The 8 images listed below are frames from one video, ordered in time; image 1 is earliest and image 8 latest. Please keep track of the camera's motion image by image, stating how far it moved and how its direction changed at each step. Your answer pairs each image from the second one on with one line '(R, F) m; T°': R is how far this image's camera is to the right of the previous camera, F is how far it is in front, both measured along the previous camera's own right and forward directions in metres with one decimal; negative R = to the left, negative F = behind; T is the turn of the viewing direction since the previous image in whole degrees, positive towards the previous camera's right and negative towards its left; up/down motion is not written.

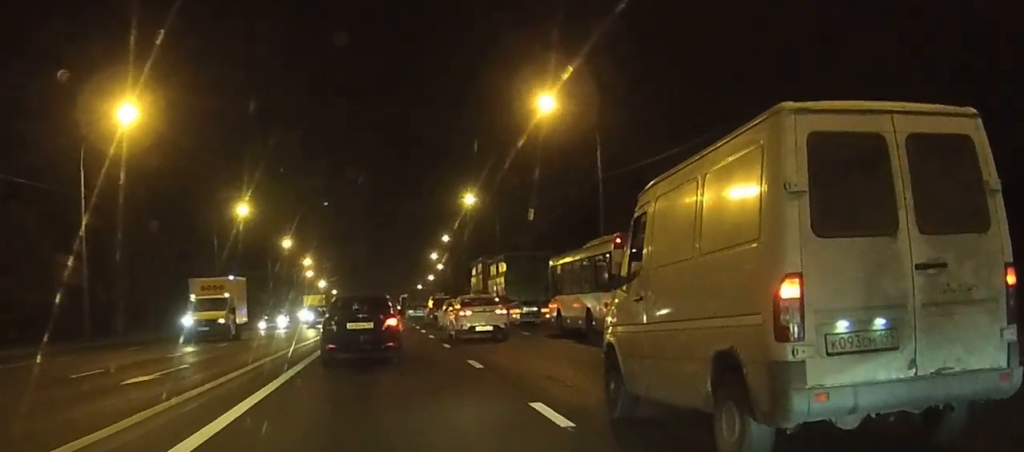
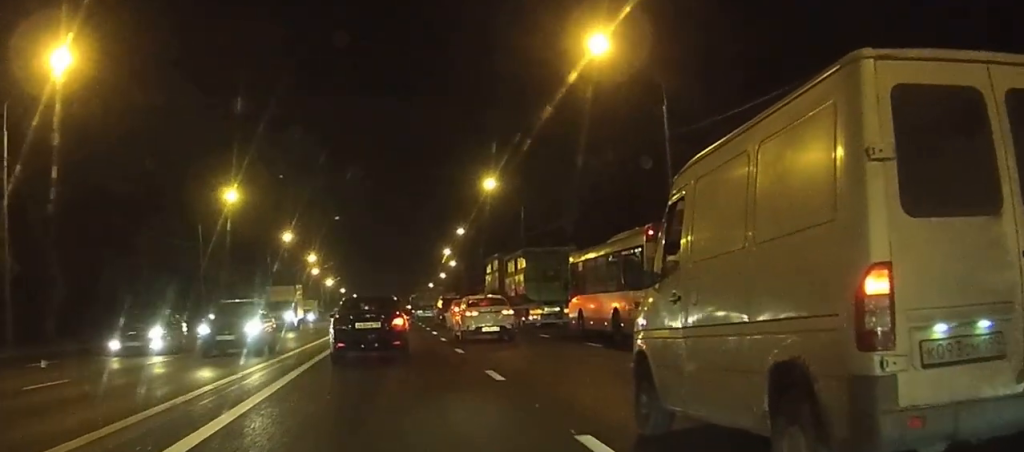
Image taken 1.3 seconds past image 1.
(+0.1, +10.9) m; +1°
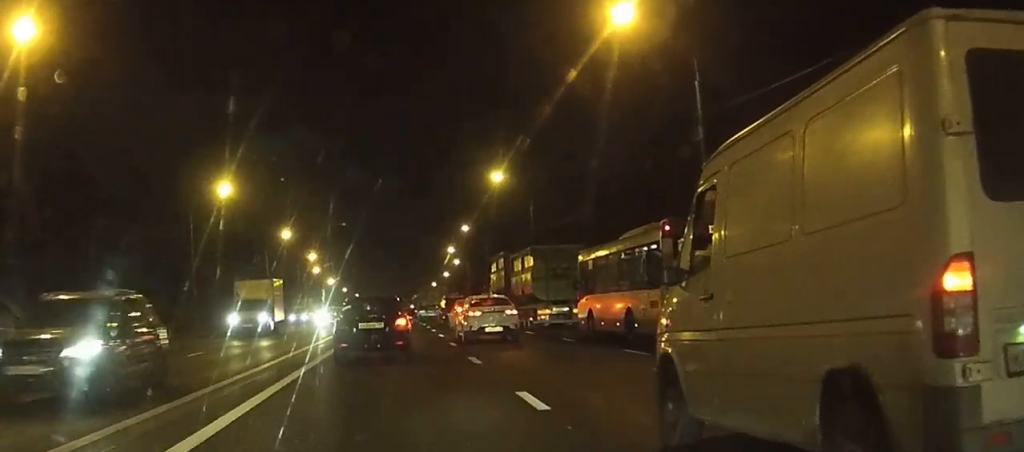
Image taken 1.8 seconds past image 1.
(0.0, +4.0) m; 0°
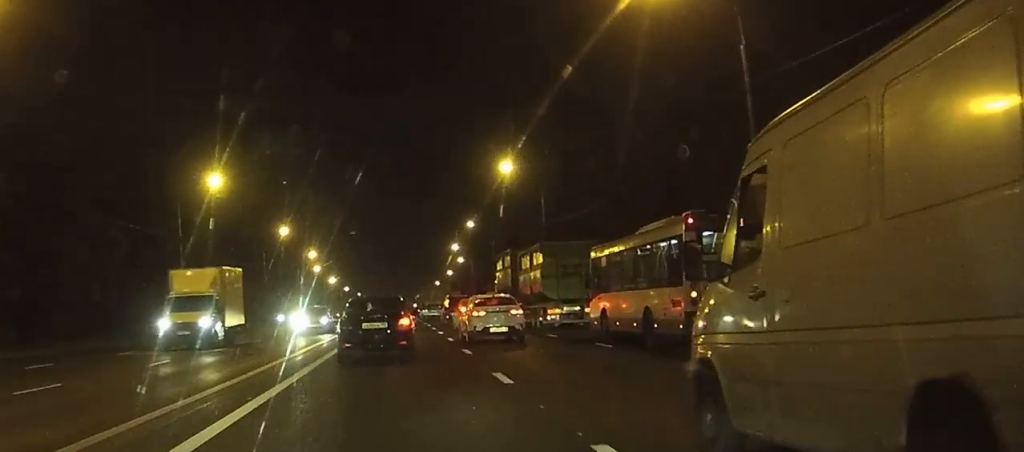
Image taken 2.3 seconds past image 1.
(0.0, +4.7) m; 0°
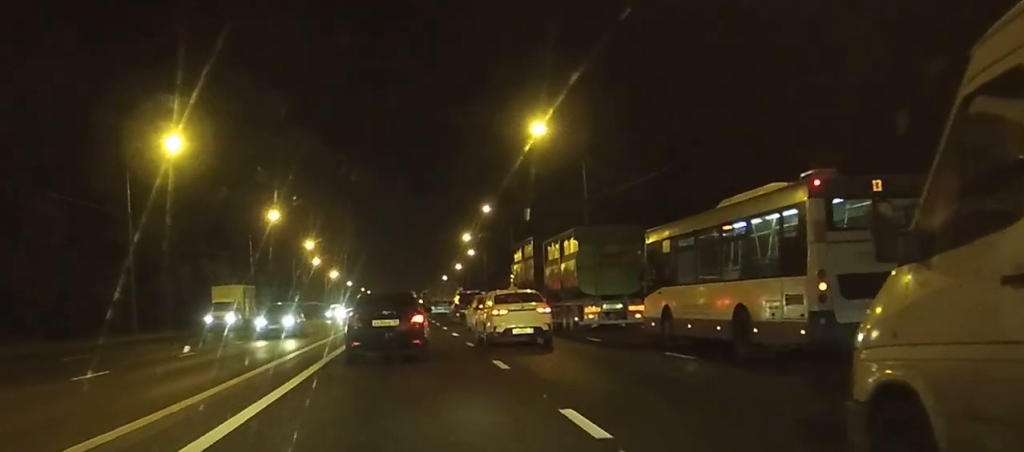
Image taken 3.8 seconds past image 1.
(0.0, +13.6) m; -1°
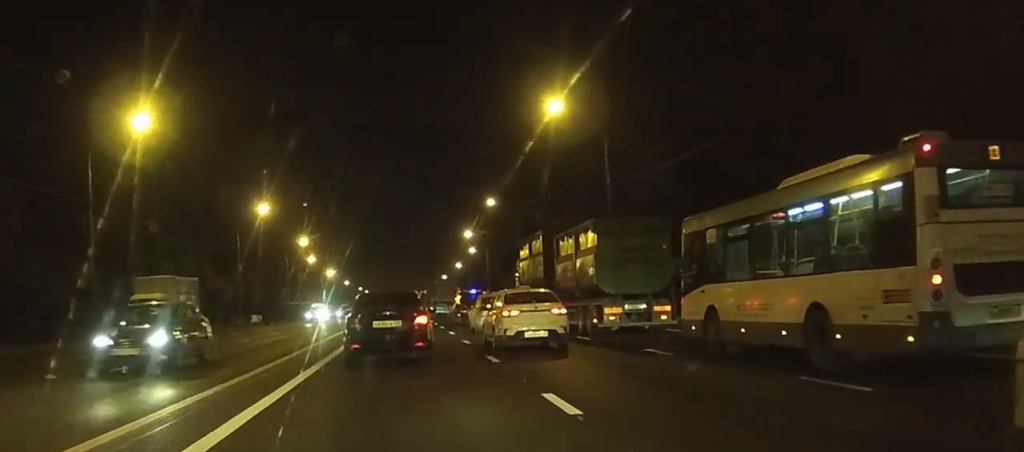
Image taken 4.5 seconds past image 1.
(-0.1, +6.0) m; 0°
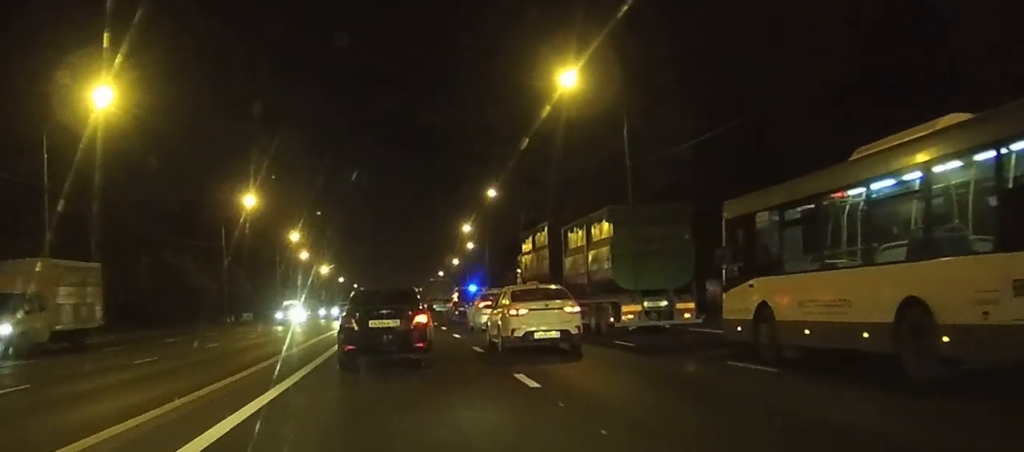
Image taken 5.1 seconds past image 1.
(0.0, +5.0) m; 0°
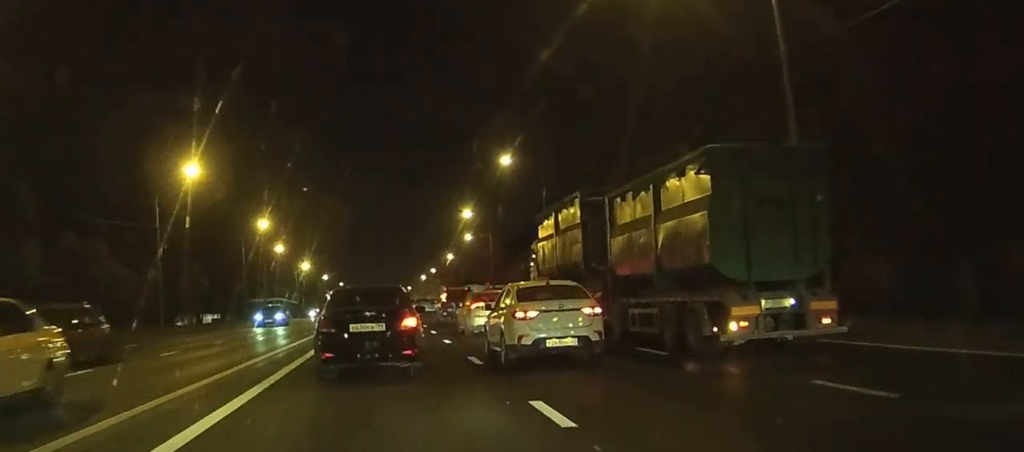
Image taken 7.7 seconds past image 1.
(+0.3, +19.6) m; +2°
